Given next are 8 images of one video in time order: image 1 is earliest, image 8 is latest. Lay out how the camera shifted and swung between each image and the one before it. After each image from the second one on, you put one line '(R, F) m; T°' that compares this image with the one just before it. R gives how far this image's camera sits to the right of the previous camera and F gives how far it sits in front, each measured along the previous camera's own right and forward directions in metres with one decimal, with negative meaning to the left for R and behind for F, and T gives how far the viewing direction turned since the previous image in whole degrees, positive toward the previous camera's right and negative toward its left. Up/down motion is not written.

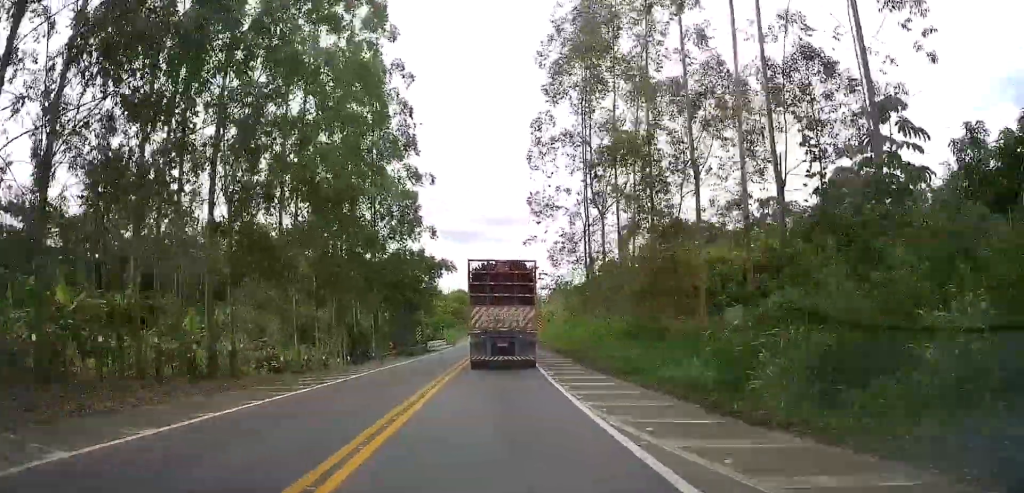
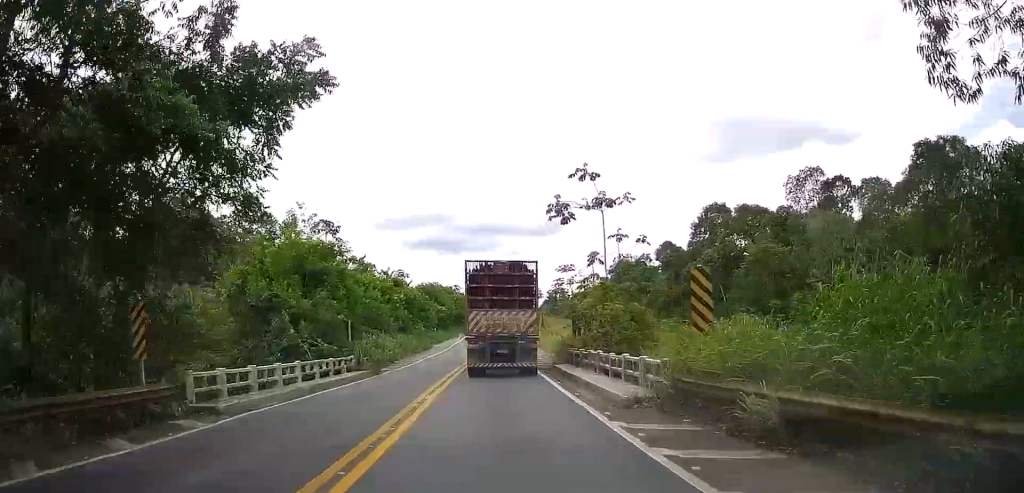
(+0.2, +42.9) m; +1°
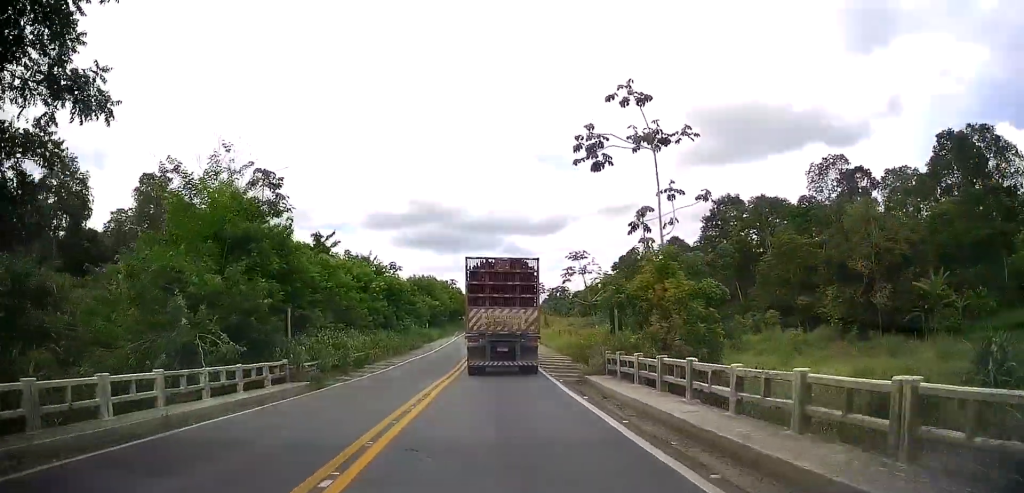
(0.0, +9.1) m; 0°
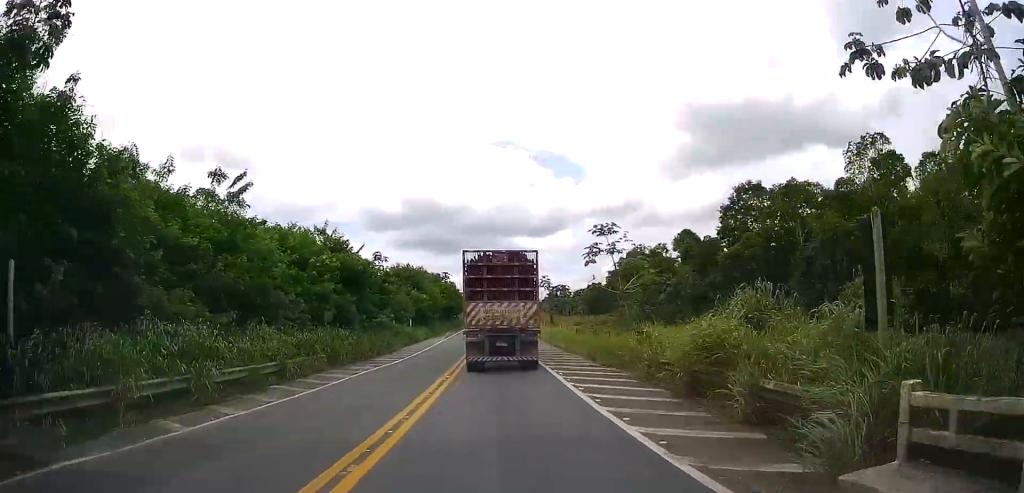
(+0.3, +13.9) m; 0°
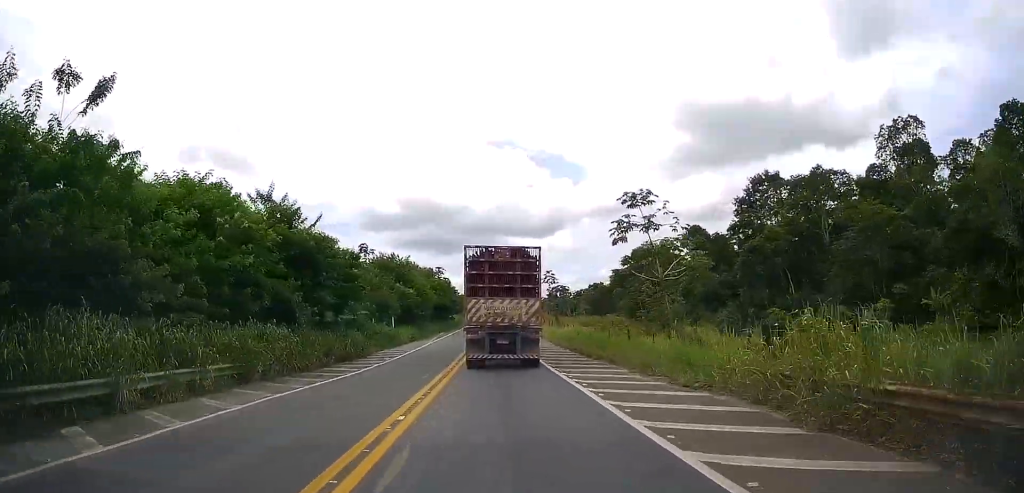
(0.0, +10.1) m; 0°
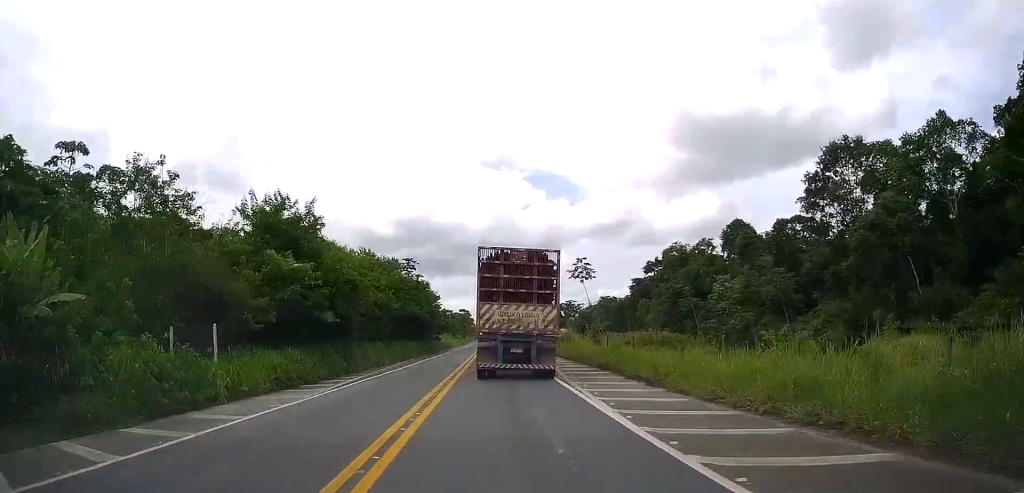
(+0.8, +34.1) m; +1°
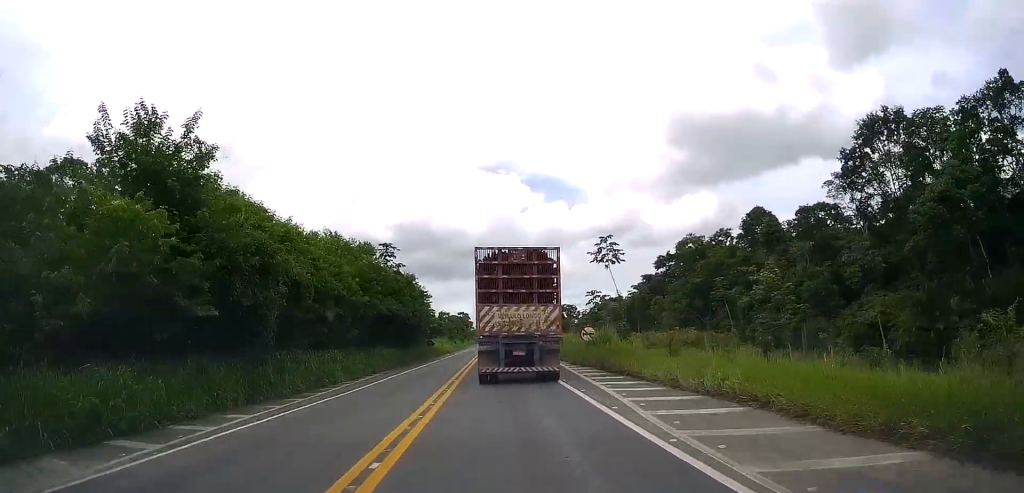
(-0.3, +12.8) m; -1°
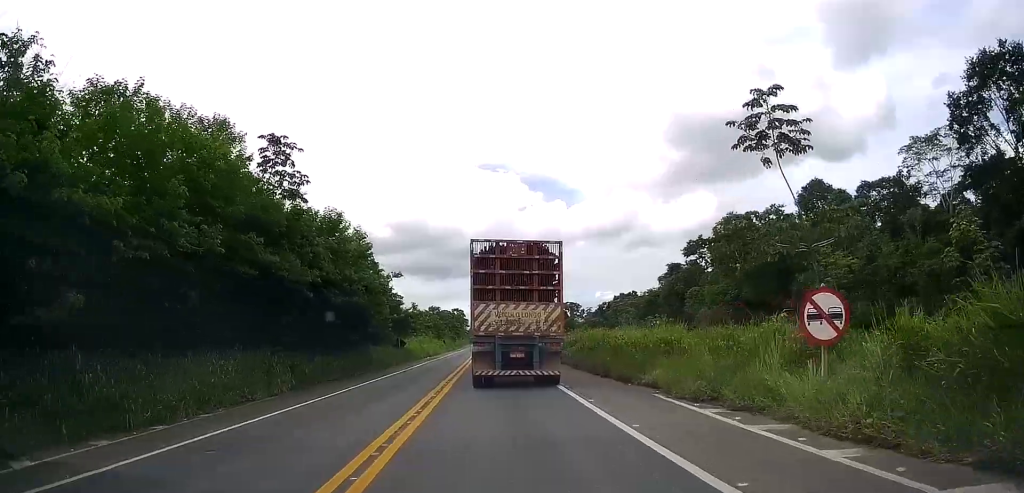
(-0.3, +26.9) m; 0°
